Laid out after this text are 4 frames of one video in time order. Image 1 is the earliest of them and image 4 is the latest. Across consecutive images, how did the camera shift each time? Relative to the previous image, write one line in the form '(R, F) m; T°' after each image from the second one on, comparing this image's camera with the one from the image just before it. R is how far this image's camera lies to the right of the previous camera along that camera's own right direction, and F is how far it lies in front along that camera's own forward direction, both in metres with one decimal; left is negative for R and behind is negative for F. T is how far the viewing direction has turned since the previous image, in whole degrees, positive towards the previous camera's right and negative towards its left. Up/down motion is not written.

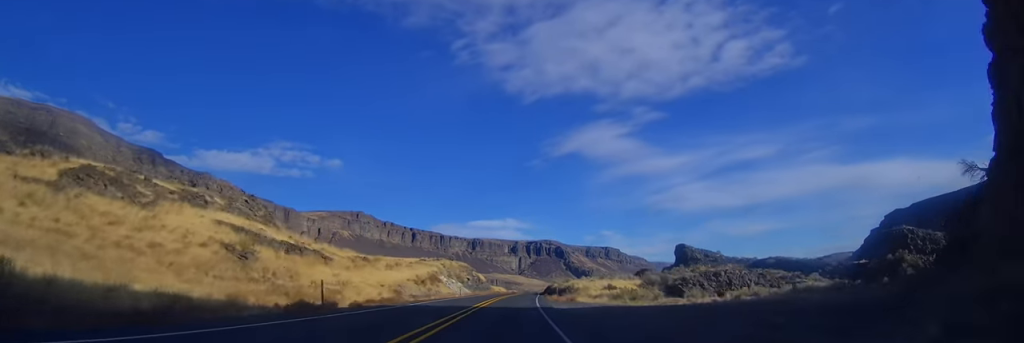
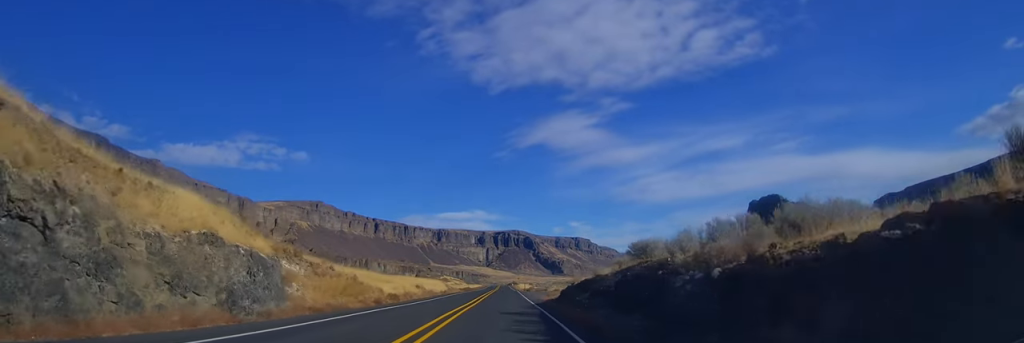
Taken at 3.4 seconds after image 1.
(+3.5, +100.9) m; +3°
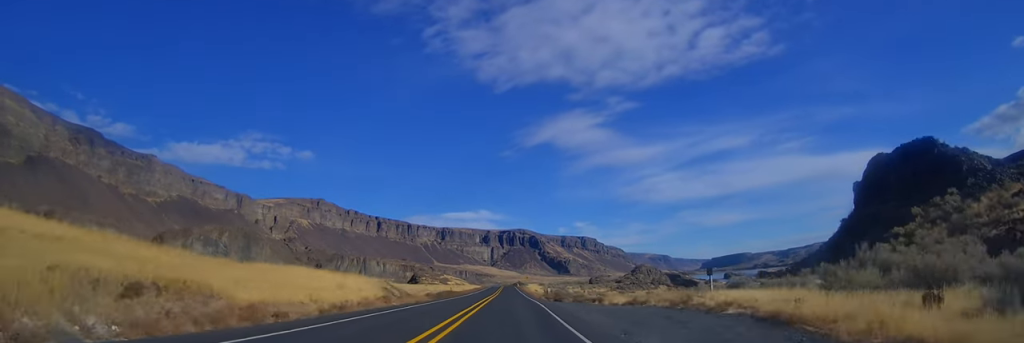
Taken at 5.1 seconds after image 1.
(+0.2, +48.2) m; 0°
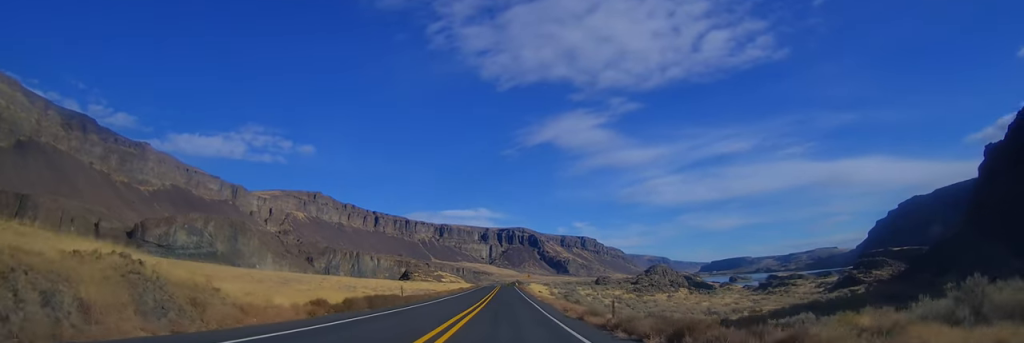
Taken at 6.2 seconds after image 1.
(-0.2, +34.4) m; 0°
